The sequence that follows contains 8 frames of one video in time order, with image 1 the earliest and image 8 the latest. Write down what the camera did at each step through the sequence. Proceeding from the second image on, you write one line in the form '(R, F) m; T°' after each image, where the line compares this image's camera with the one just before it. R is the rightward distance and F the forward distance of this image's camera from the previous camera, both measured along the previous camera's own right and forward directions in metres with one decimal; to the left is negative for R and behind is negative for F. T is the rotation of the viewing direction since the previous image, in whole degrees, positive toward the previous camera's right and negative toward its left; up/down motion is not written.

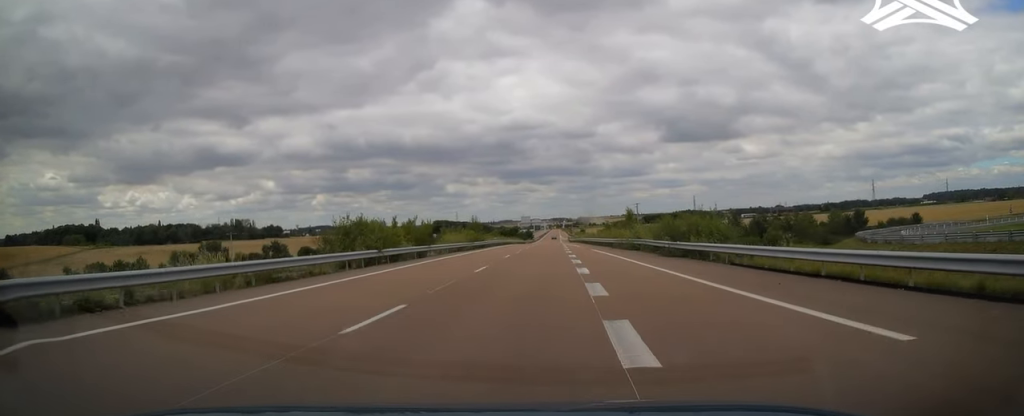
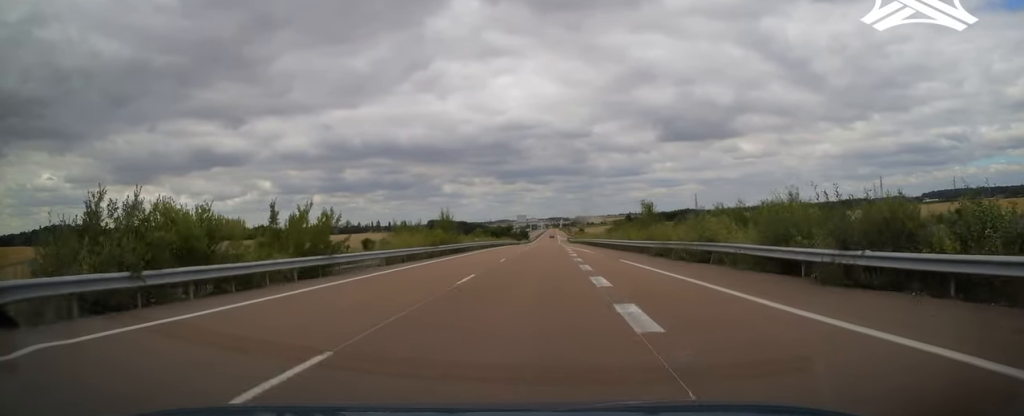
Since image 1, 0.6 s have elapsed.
(-0.1, +17.8) m; 0°
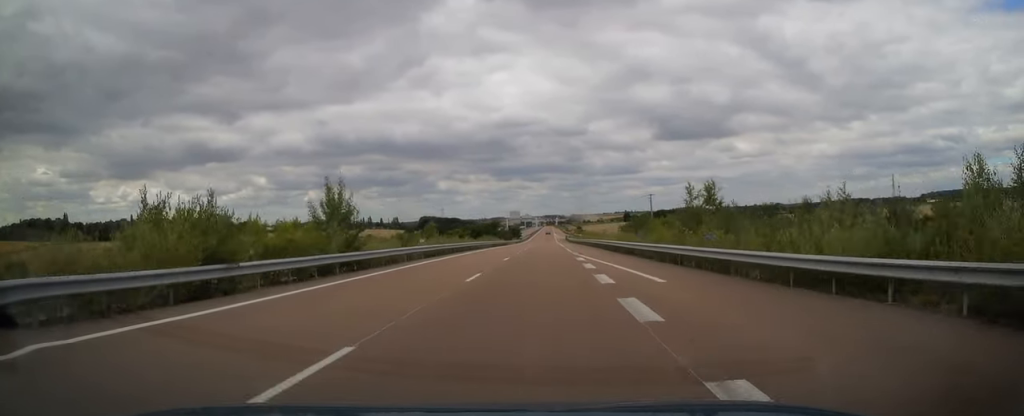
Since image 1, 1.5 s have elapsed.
(0.0, +25.2) m; 0°
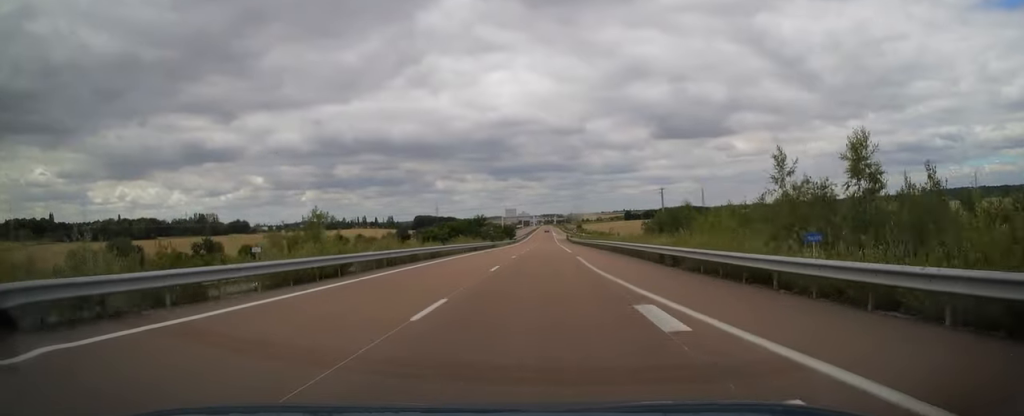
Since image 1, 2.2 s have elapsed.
(+0.3, +20.3) m; 0°
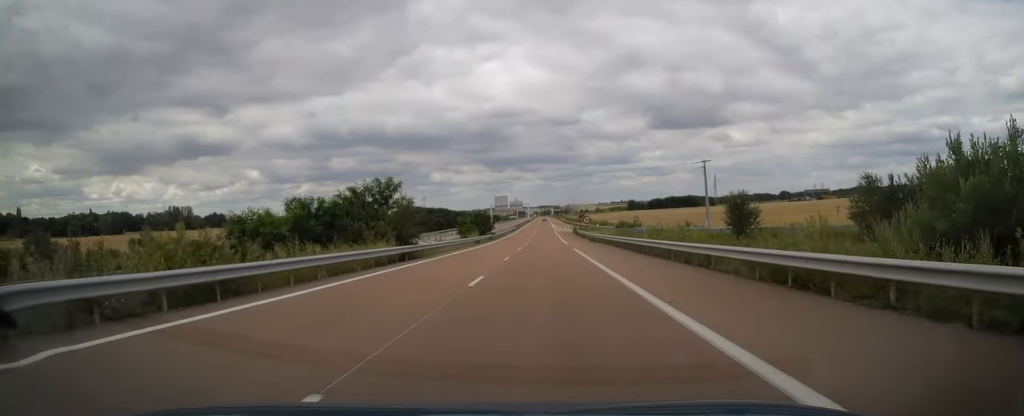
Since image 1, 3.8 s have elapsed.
(0.0, +46.0) m; 0°
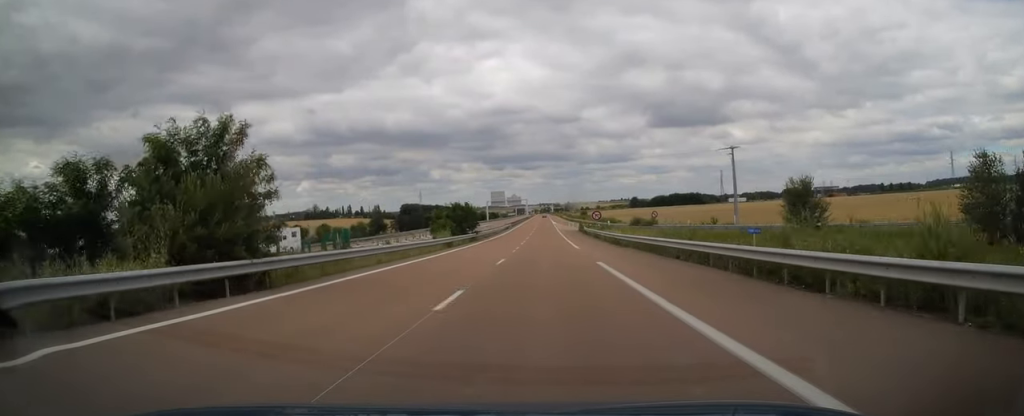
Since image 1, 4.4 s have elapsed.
(+0.1, +17.5) m; 0°
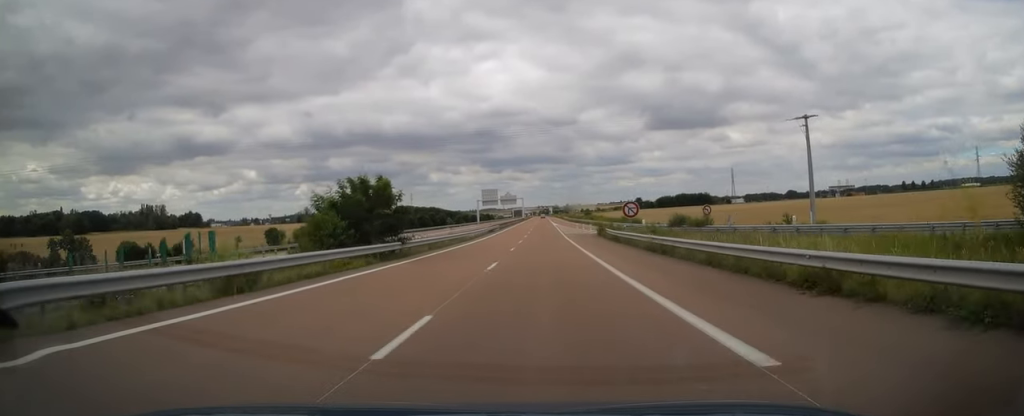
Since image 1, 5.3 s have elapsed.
(-0.3, +29.5) m; 0°
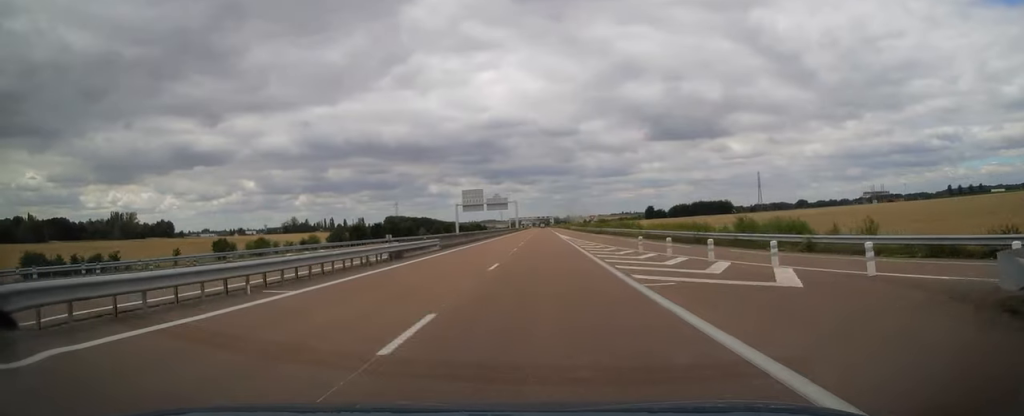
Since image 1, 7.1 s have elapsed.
(+0.5, +51.2) m; 0°
